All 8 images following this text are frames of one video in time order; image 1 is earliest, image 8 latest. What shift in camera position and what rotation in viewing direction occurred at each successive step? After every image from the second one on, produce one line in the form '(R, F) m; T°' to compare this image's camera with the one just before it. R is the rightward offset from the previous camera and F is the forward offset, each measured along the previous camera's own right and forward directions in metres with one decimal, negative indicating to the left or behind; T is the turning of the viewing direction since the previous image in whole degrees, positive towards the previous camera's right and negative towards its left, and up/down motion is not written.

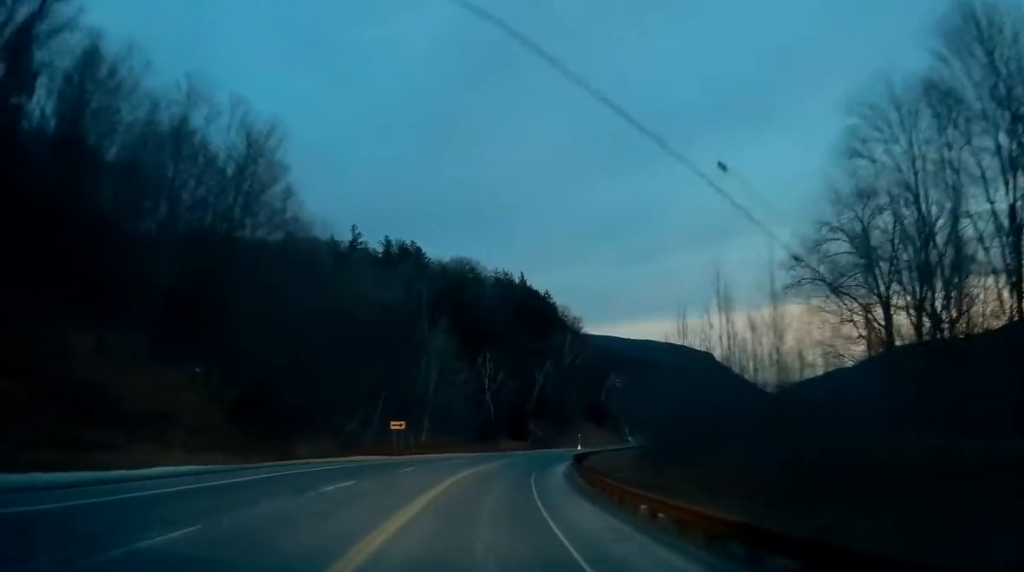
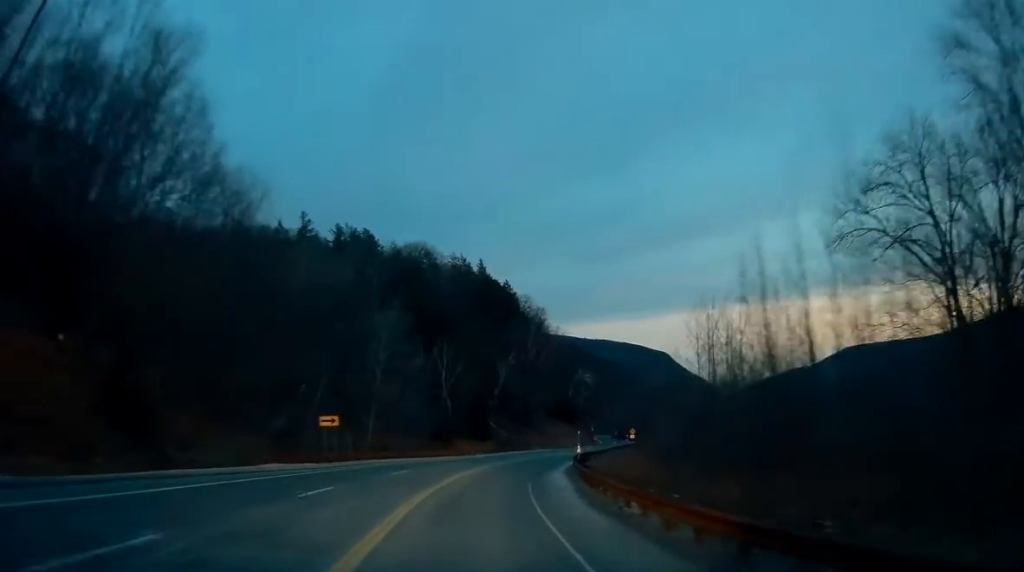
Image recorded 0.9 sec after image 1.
(+0.4, +13.3) m; +4°
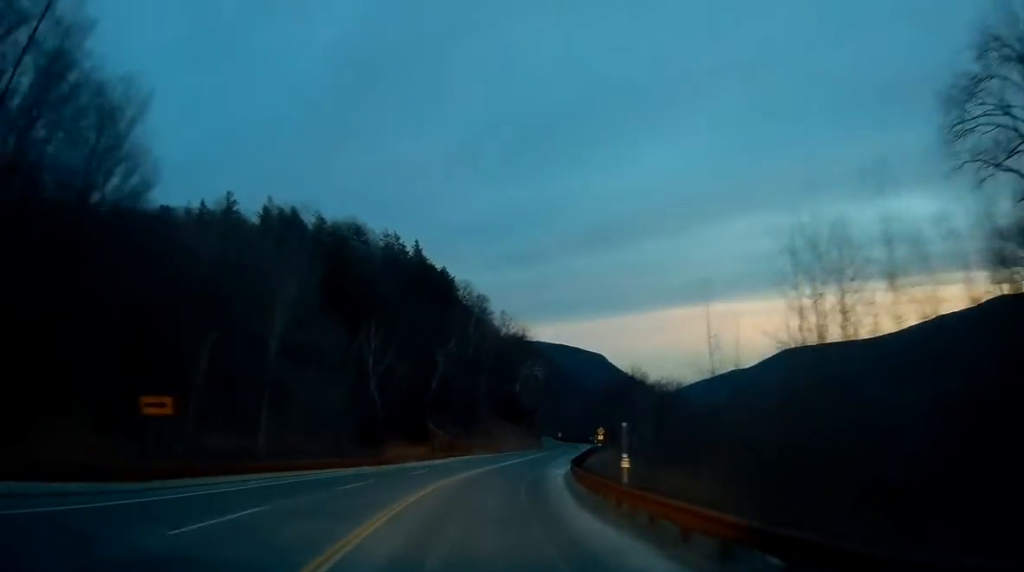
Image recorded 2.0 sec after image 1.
(+0.9, +17.3) m; +5°
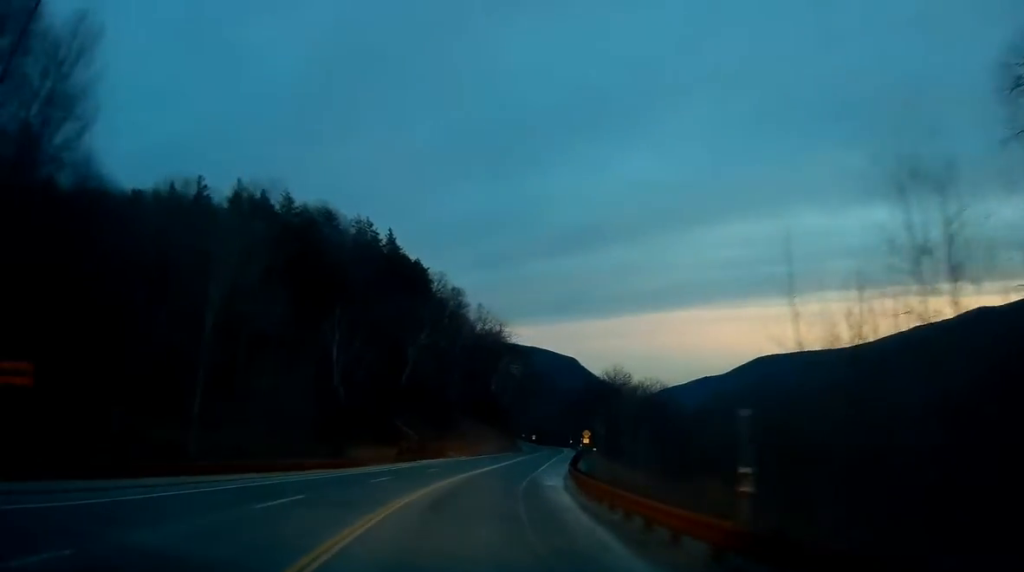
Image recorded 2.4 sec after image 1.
(+0.2, +7.6) m; +2°
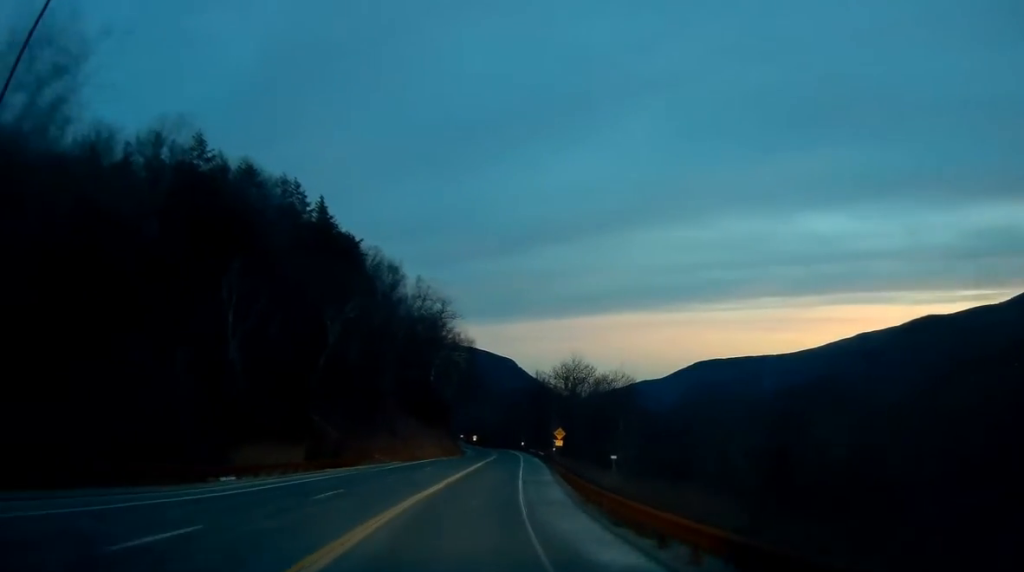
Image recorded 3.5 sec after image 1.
(+0.8, +18.2) m; +6°
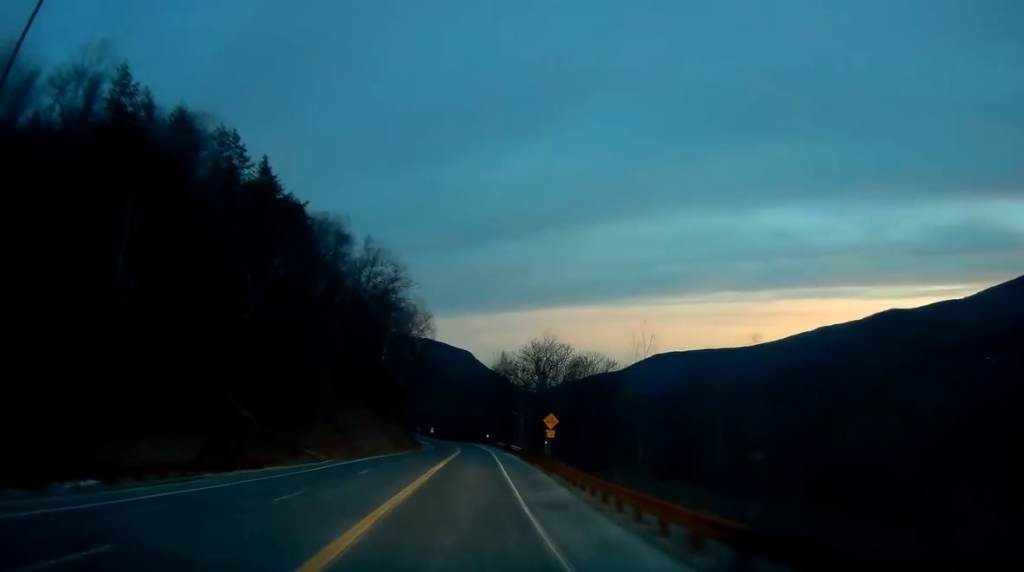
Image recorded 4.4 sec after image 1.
(+0.7, +14.8) m; +4°
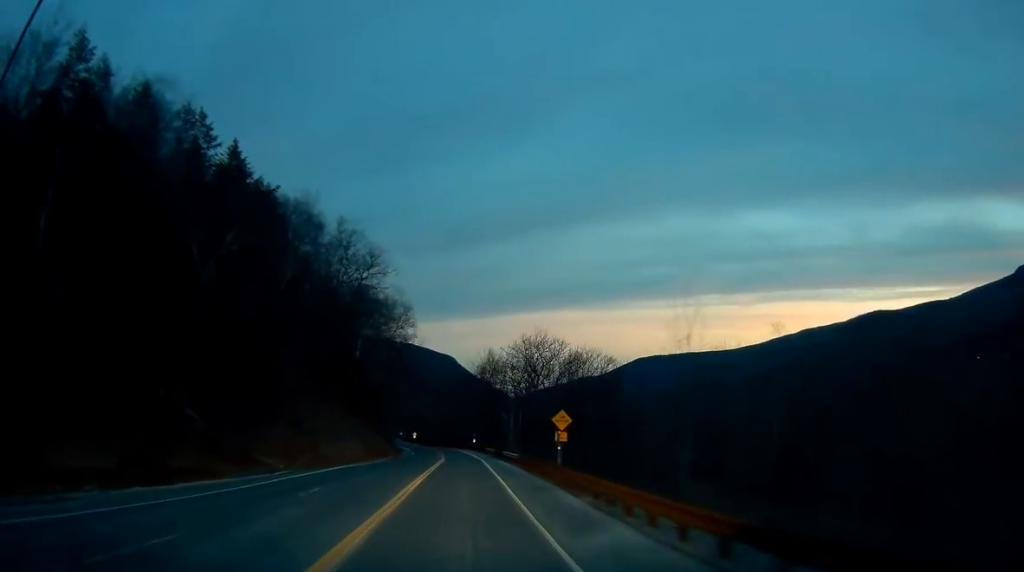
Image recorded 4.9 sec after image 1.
(+0.2, +8.7) m; +2°
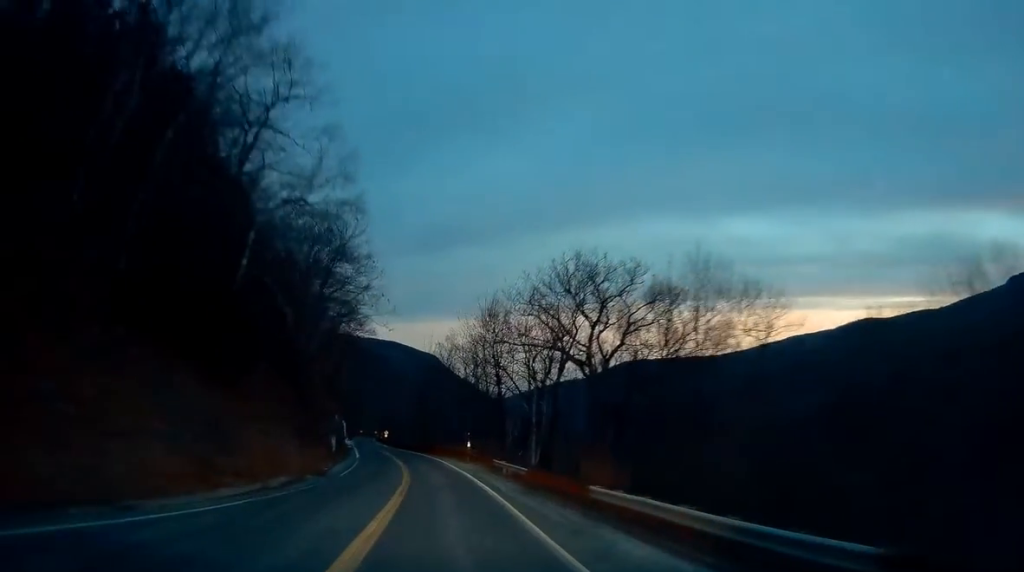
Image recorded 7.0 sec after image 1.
(+0.8, +38.0) m; +1°
